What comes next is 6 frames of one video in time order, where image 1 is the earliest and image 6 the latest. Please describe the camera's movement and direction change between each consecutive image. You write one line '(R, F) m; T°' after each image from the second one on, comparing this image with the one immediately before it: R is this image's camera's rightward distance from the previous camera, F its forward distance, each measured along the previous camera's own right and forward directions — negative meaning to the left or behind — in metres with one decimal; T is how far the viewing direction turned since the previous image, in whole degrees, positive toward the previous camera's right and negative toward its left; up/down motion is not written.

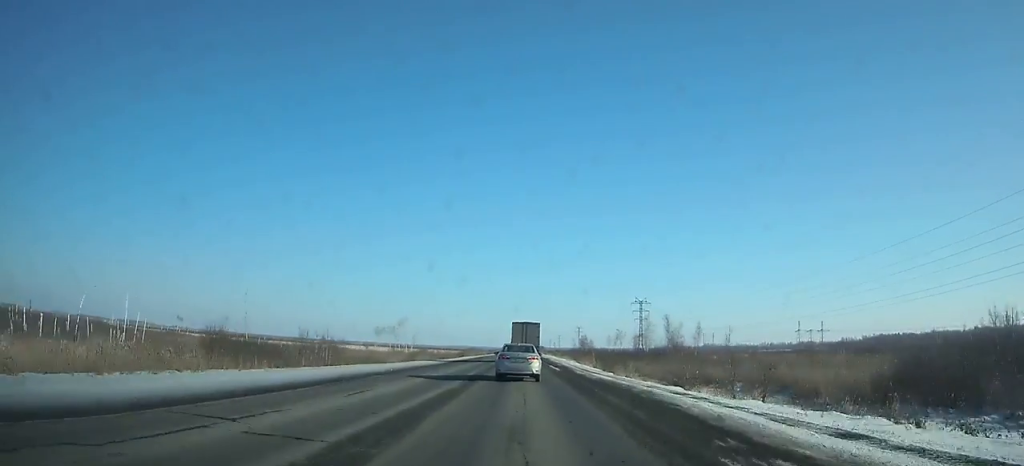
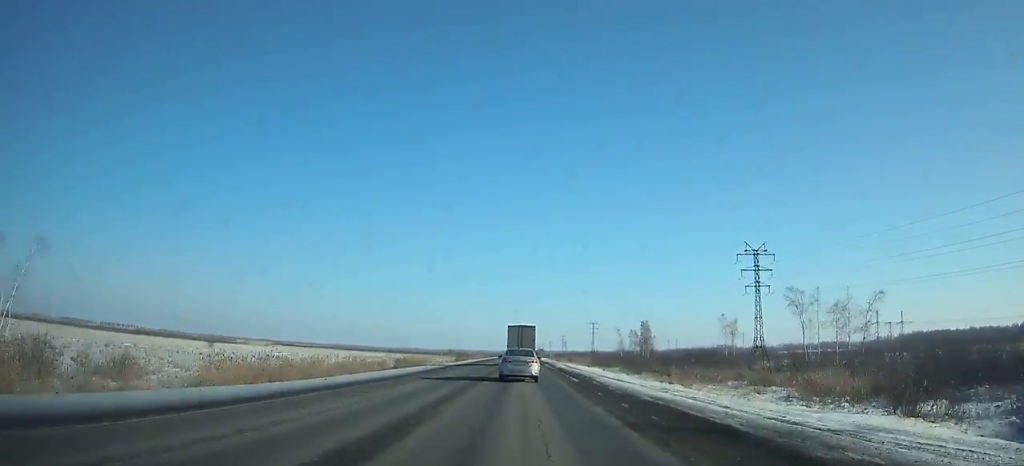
(+0.3, +119.7) m; 0°
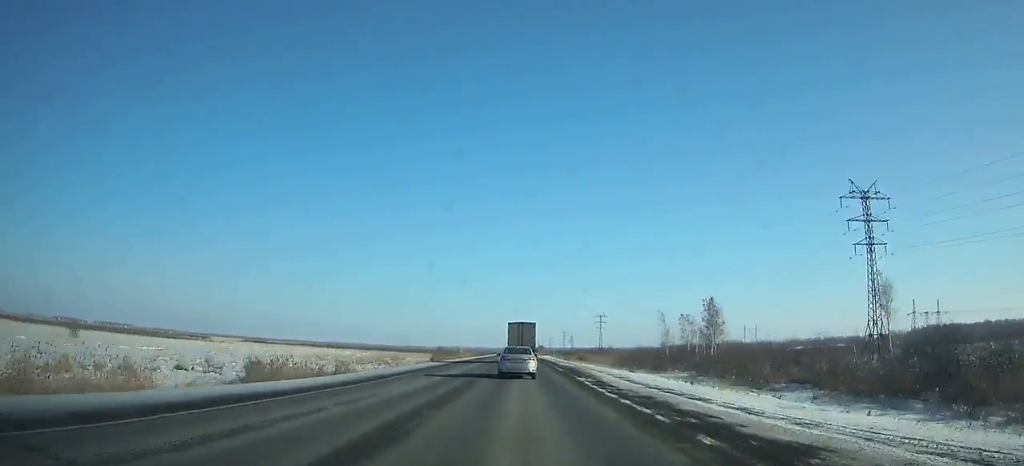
(0.0, +40.6) m; 0°
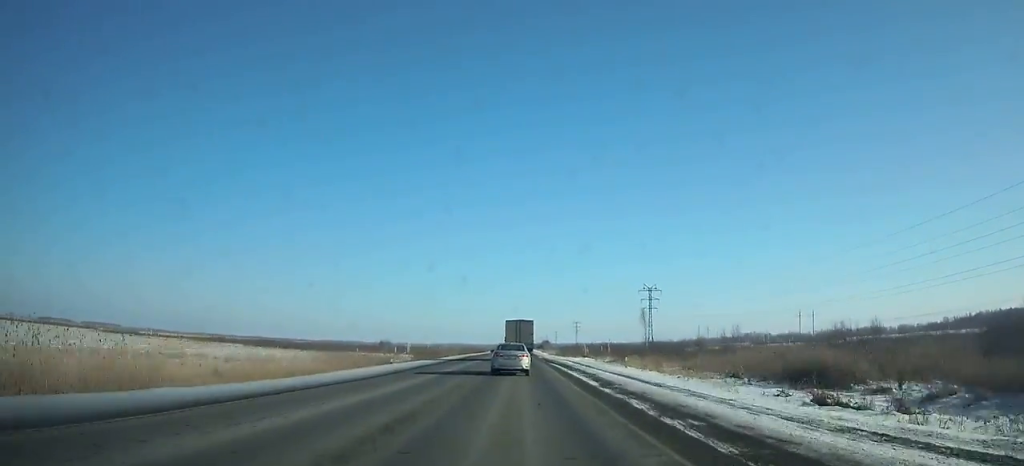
(0.0, +126.6) m; 0°
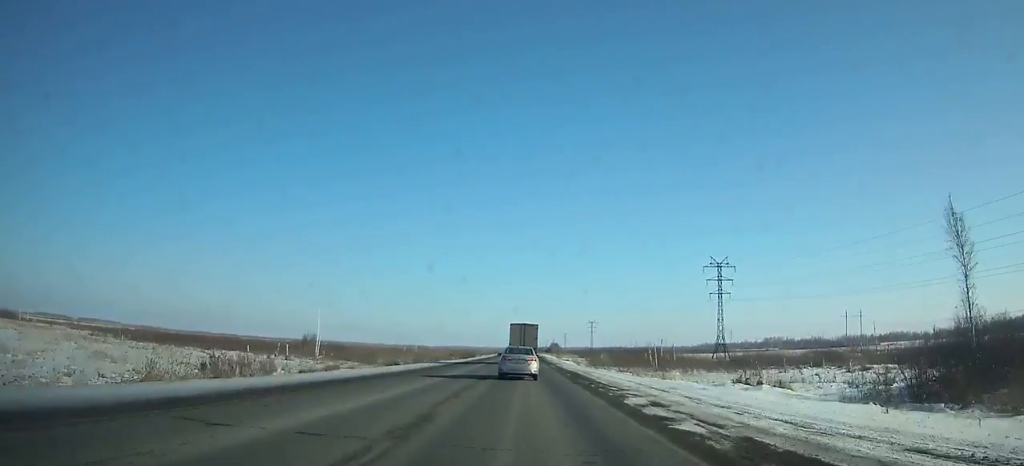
(-0.1, +68.0) m; 0°
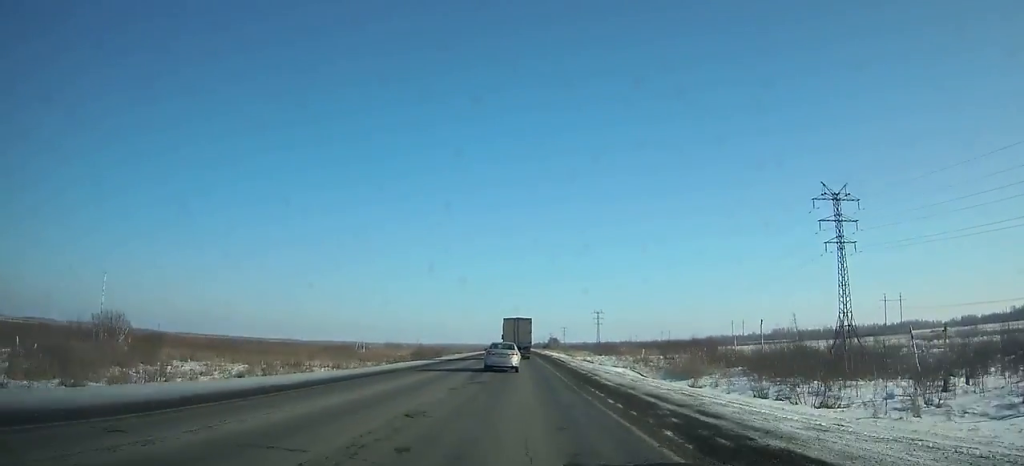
(-0.1, +56.8) m; 0°
